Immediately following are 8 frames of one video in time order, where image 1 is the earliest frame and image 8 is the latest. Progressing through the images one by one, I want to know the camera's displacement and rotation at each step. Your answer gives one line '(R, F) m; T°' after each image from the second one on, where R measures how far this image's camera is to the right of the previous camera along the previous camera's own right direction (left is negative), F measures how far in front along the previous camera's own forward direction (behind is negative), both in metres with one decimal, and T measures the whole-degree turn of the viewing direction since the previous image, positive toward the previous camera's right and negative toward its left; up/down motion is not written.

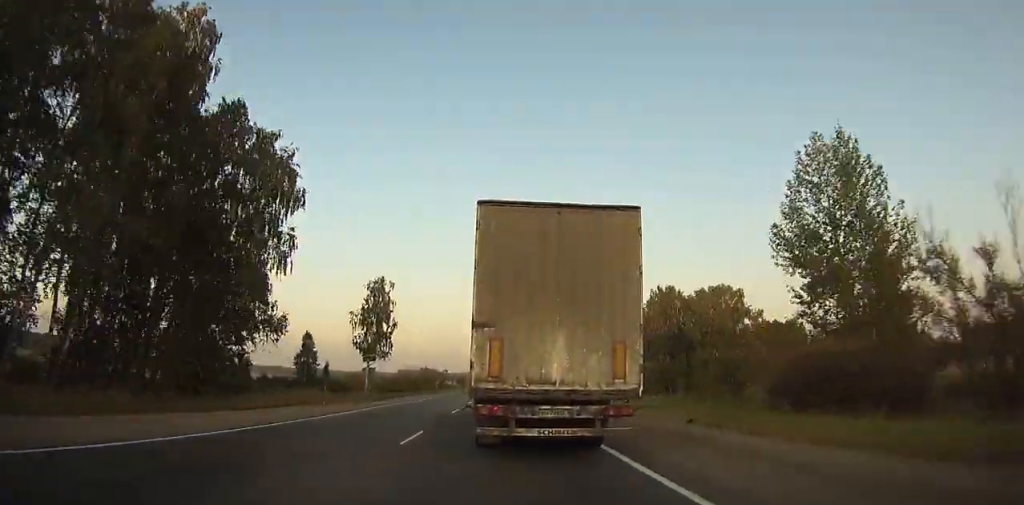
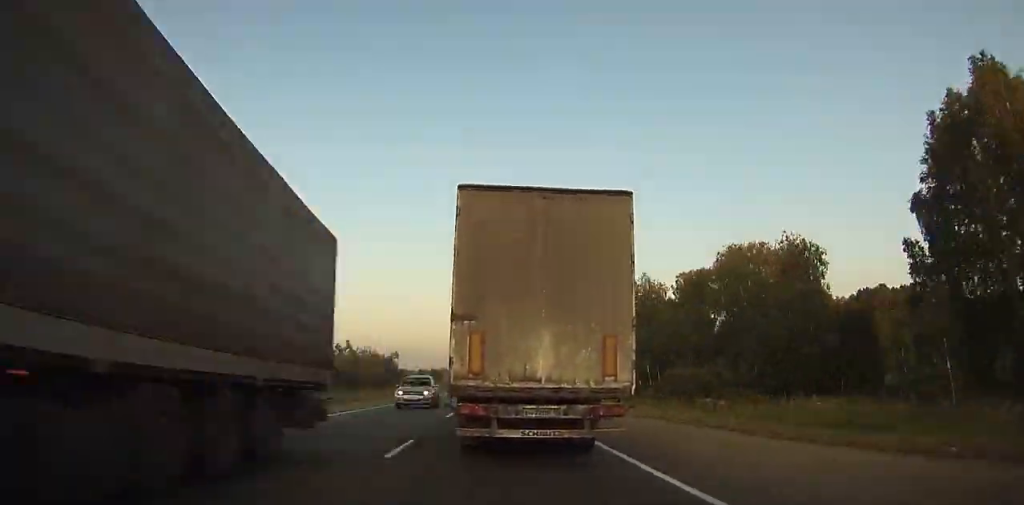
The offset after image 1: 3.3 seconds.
(+0.1, +72.2) m; 0°
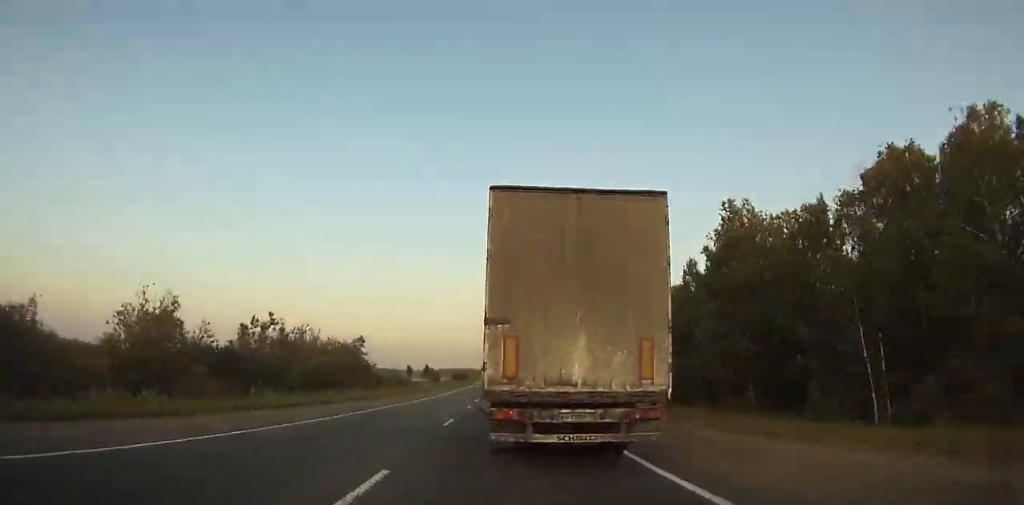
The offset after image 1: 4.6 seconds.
(+0.1, +28.2) m; 0°
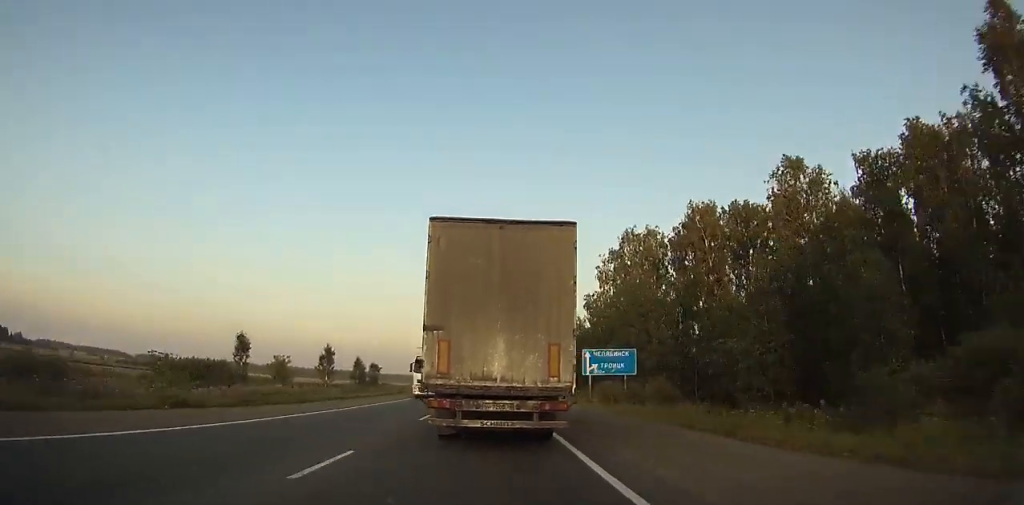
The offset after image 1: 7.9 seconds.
(+0.2, +70.7) m; 0°
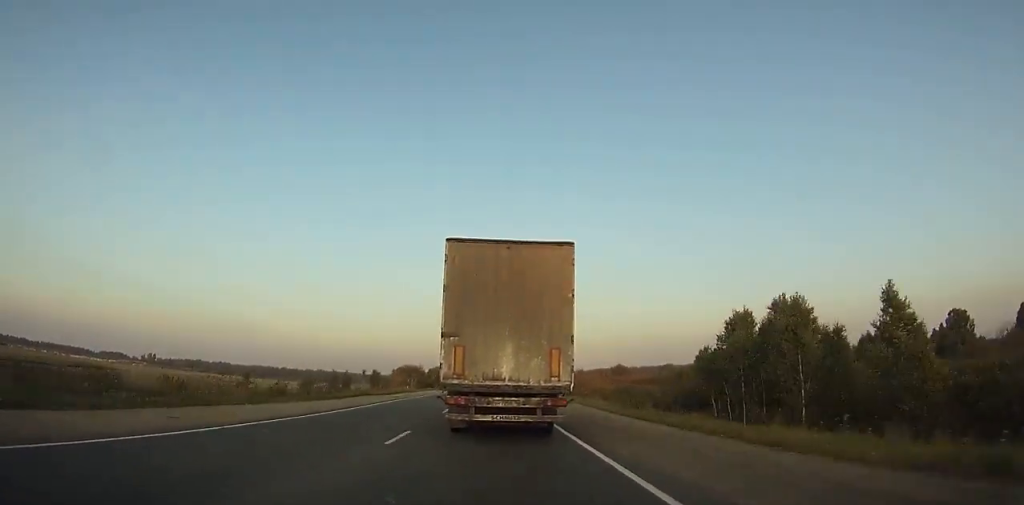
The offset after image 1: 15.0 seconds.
(-1.0, +150.9) m; -1°
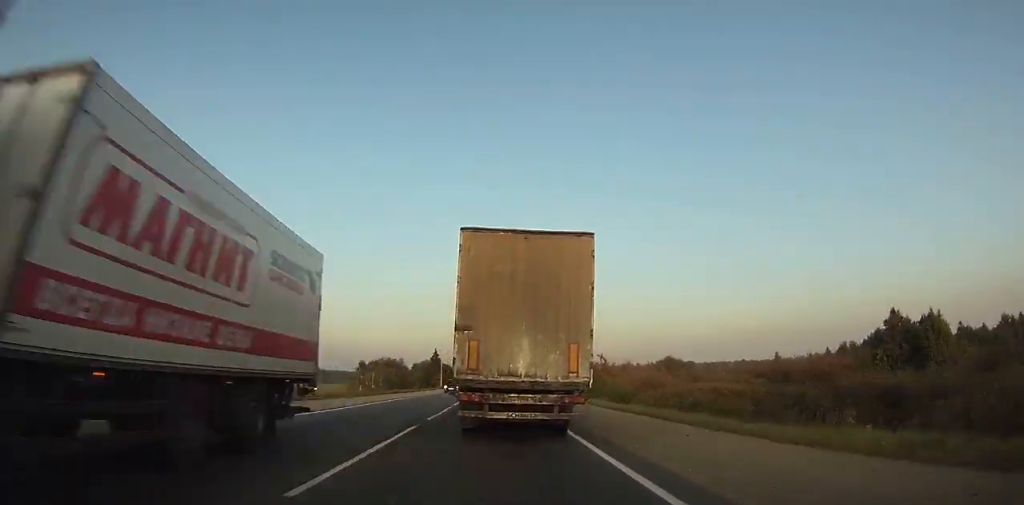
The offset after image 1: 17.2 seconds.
(-0.1, +47.0) m; 0°
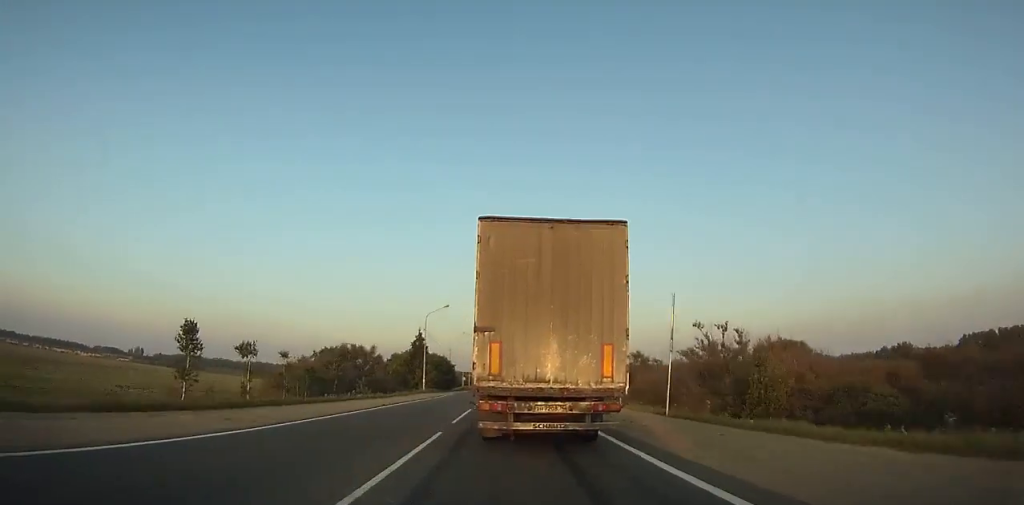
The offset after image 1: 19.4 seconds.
(-0.1, +47.2) m; 0°
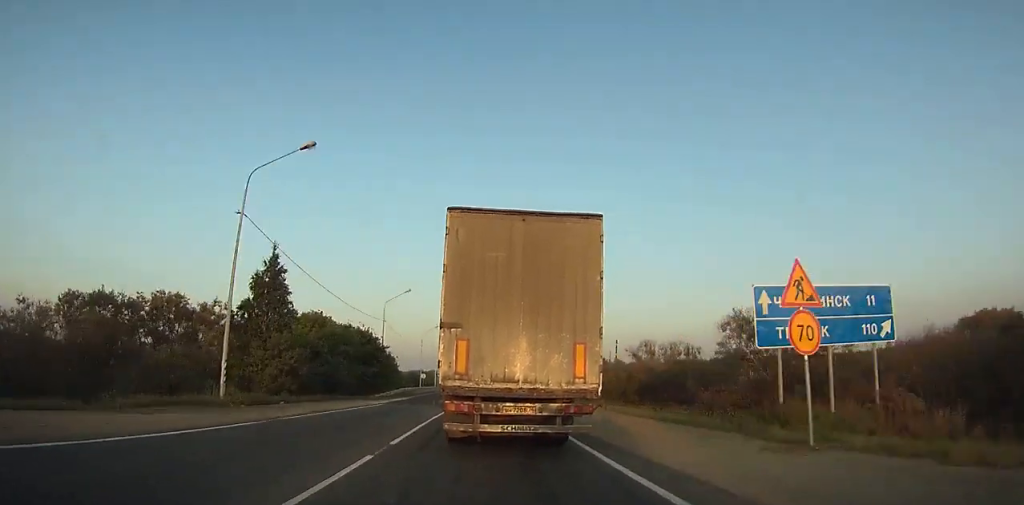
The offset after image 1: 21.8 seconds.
(+0.1, +51.0) m; 0°
